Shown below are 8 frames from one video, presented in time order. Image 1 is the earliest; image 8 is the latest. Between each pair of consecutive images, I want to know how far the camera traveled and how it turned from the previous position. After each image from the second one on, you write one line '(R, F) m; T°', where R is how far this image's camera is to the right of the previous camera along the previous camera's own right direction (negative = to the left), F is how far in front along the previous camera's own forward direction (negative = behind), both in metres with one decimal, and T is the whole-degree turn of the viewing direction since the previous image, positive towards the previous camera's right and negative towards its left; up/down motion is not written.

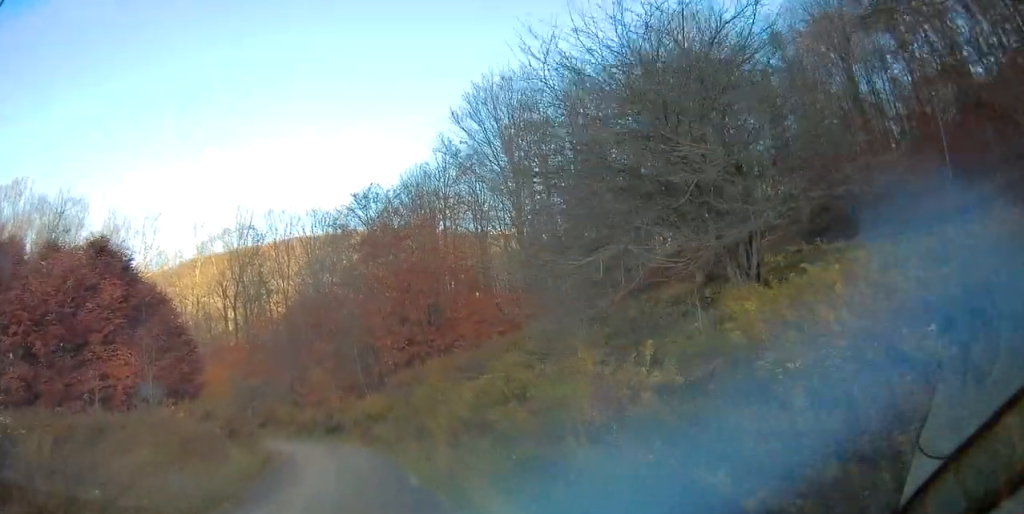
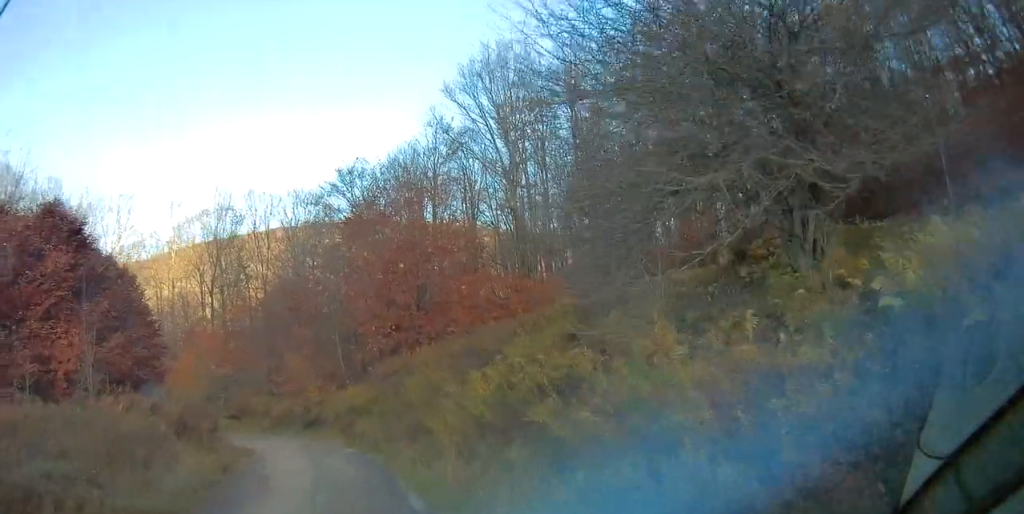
(-0.1, +3.5) m; 0°
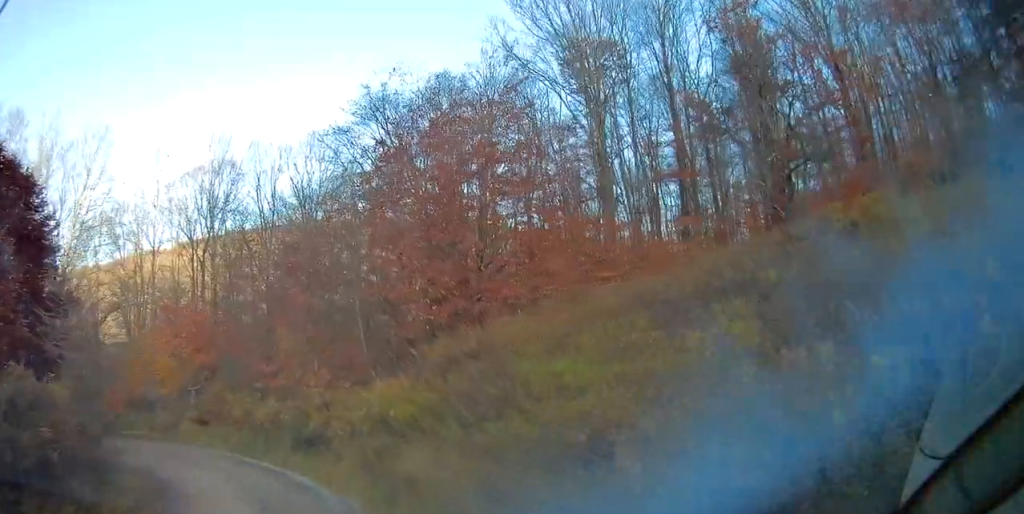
(+0.1, +13.3) m; -3°
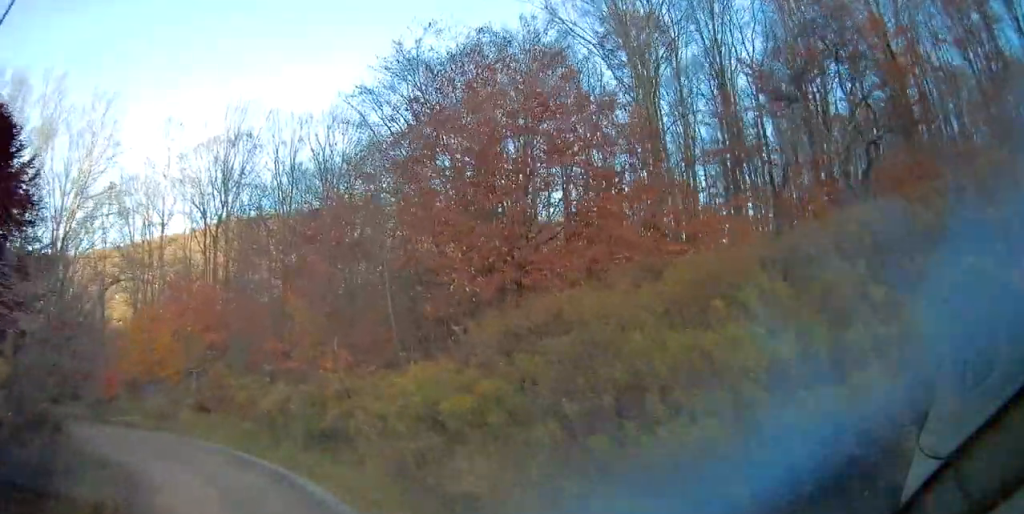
(-0.1, +3.6) m; -5°
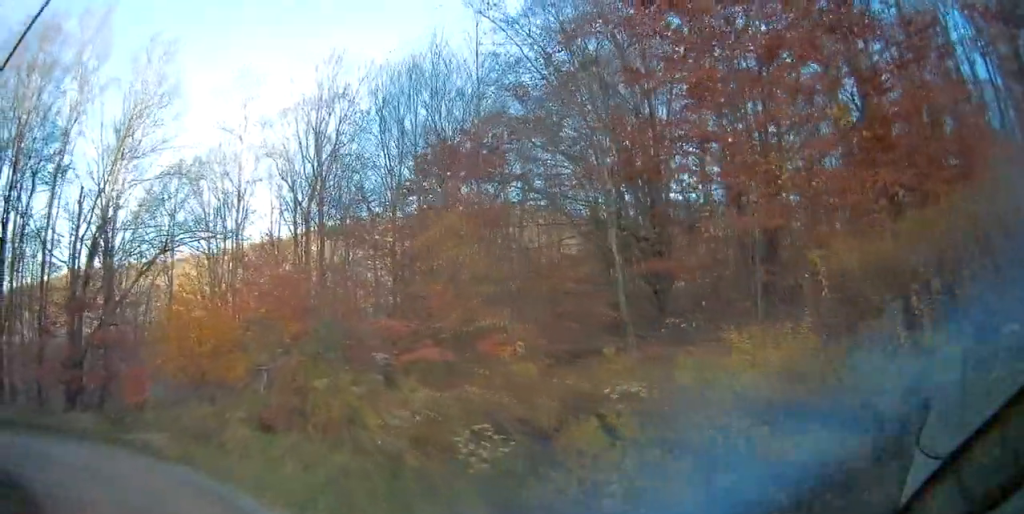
(-0.6, +8.2) m; -13°
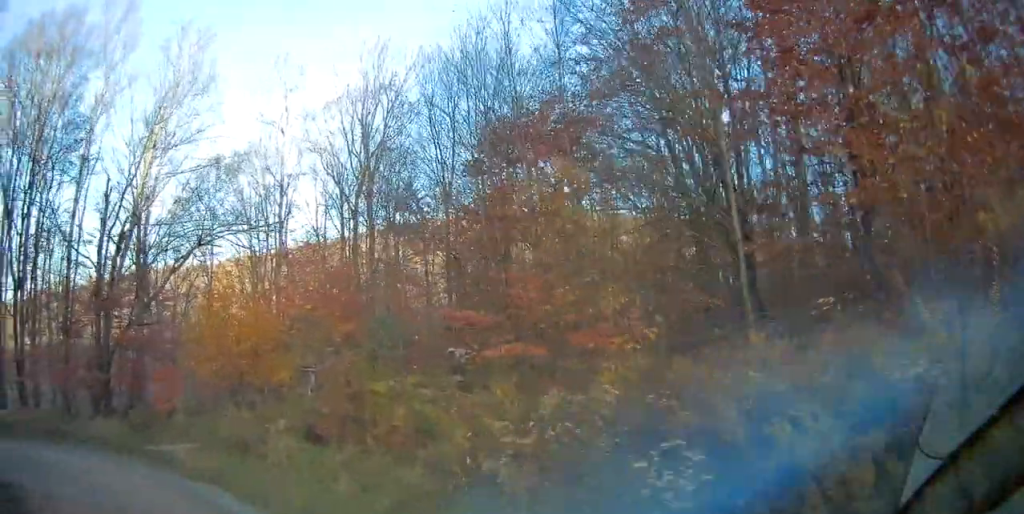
(-0.1, +1.4) m; -6°
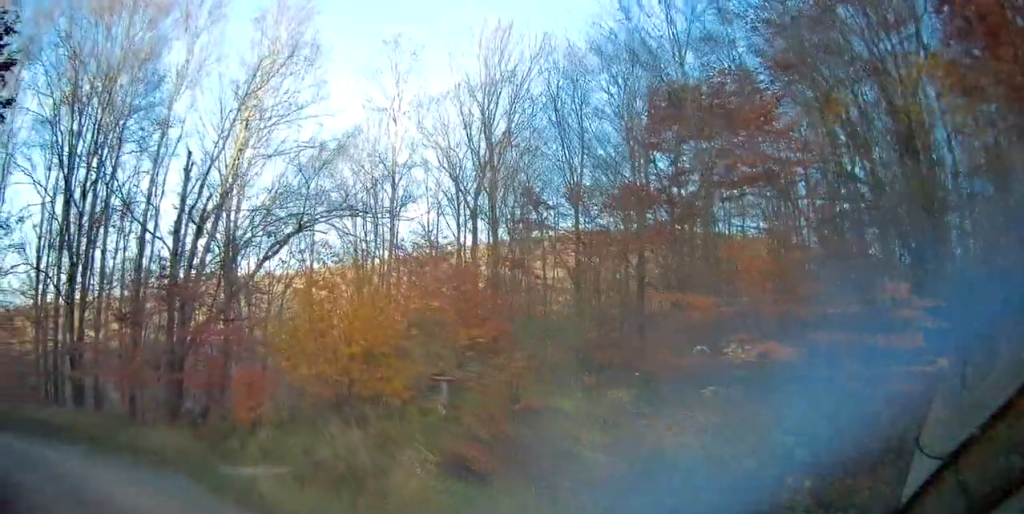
(-0.3, +2.8) m; -10°
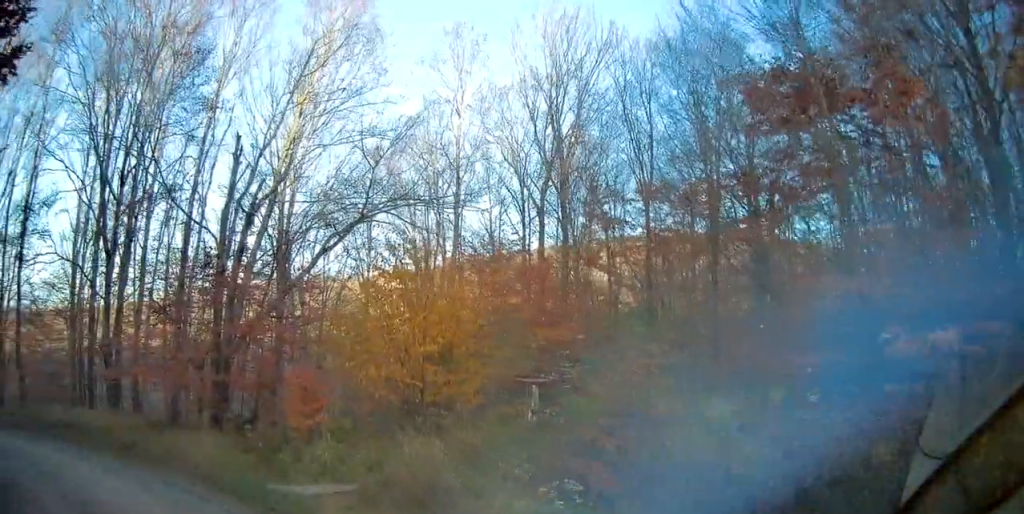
(0.0, +1.9) m; -4°
